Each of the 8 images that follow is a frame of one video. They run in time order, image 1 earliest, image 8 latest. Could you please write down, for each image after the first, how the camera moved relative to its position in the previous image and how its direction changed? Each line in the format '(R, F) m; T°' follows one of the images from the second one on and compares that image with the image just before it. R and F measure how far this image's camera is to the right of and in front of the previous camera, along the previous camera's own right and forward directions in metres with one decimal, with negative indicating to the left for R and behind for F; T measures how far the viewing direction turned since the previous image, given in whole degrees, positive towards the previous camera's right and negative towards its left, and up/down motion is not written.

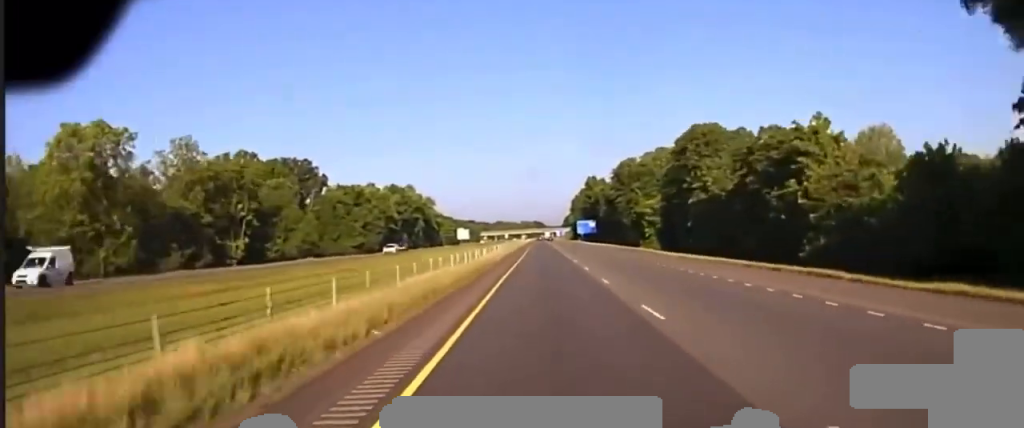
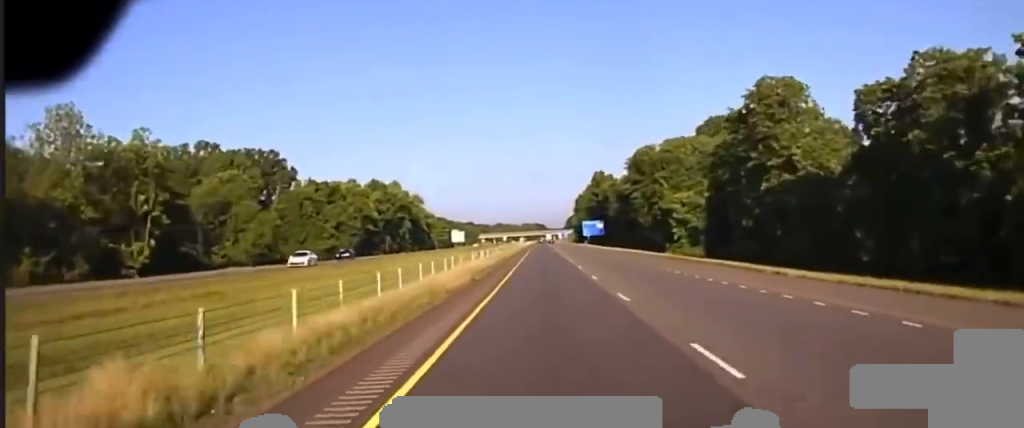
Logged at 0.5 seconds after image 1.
(0.0, +30.4) m; 0°
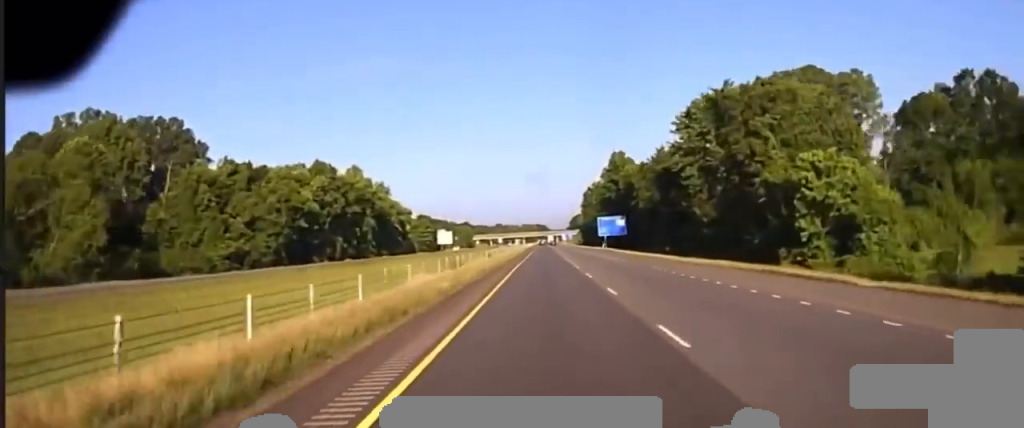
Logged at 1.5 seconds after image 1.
(+0.2, +59.8) m; 0°
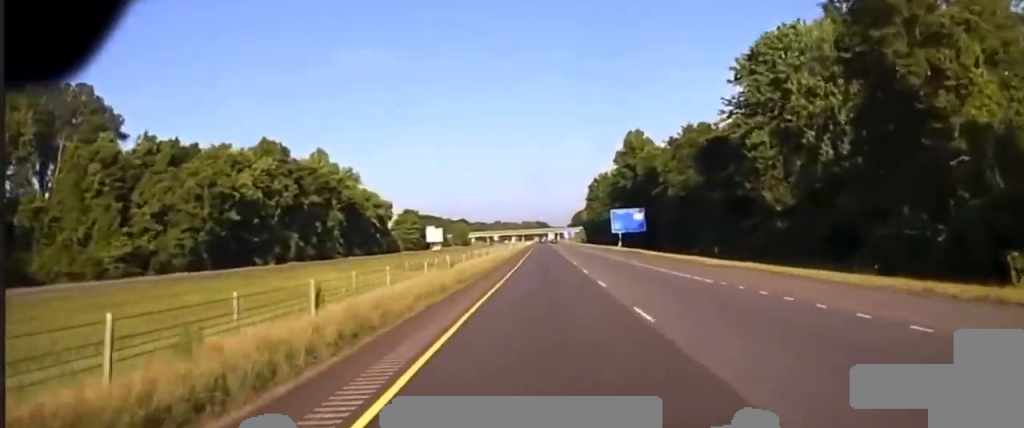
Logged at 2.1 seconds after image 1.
(+0.2, +35.5) m; 0°
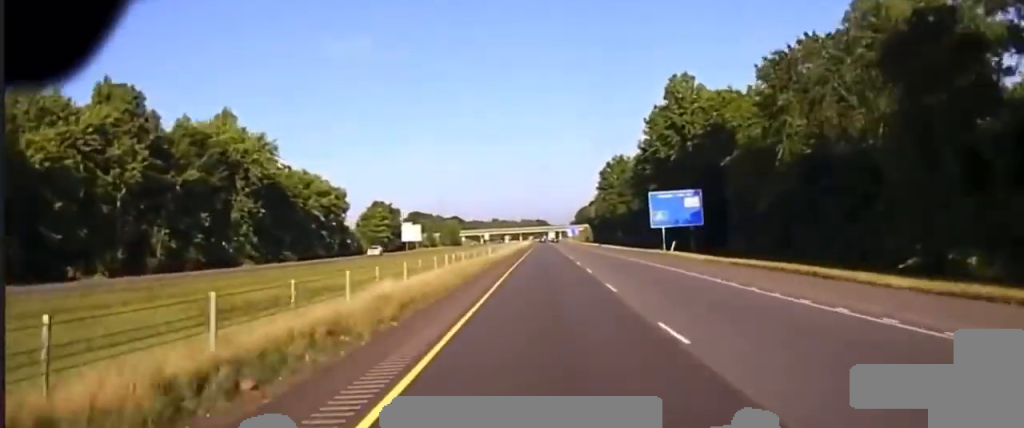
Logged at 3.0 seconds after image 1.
(-0.3, +60.5) m; 0°
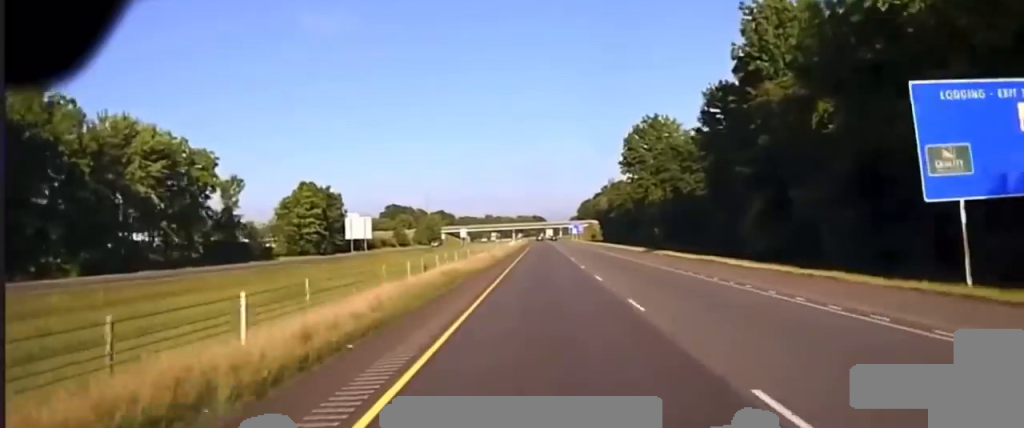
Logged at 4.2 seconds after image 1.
(-0.1, +72.9) m; 0°
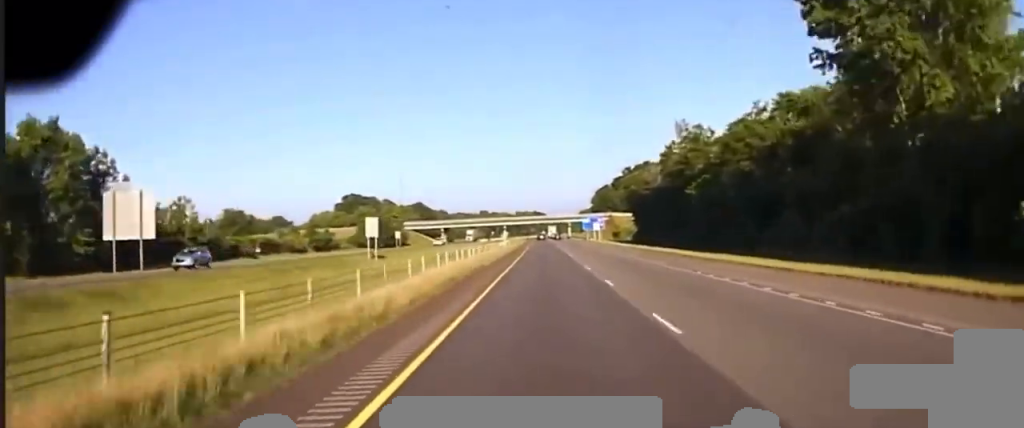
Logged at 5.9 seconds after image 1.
(+0.4, +93.5) m; 0°
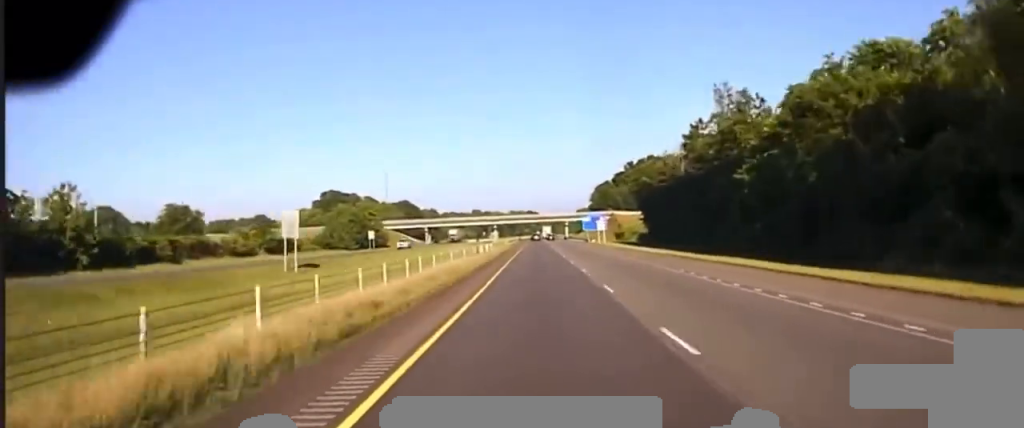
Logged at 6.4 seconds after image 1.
(0.0, +22.8) m; 0°
